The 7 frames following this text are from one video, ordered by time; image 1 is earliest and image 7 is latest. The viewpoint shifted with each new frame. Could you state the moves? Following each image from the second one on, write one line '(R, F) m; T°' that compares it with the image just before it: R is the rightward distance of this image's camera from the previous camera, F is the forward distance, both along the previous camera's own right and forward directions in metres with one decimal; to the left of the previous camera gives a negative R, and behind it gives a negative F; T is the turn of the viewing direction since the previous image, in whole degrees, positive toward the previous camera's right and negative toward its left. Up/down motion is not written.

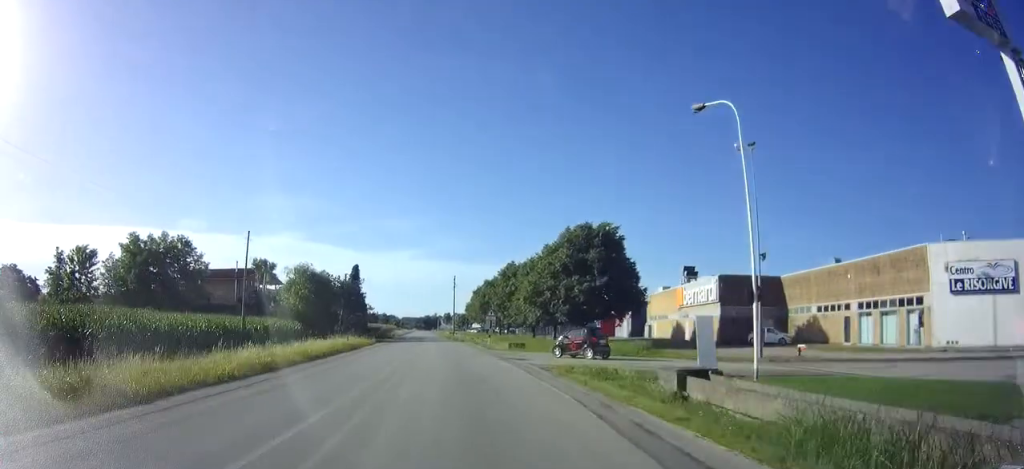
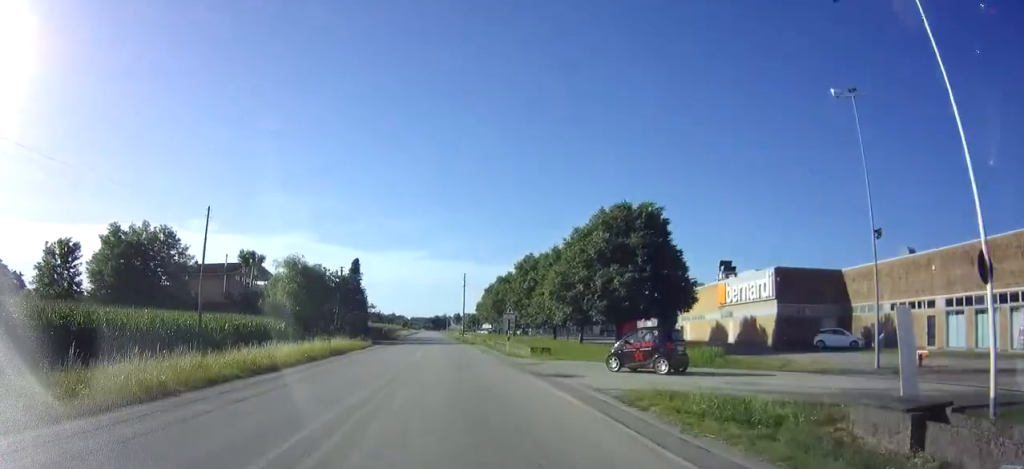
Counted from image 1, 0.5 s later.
(-0.1, +7.8) m; -1°
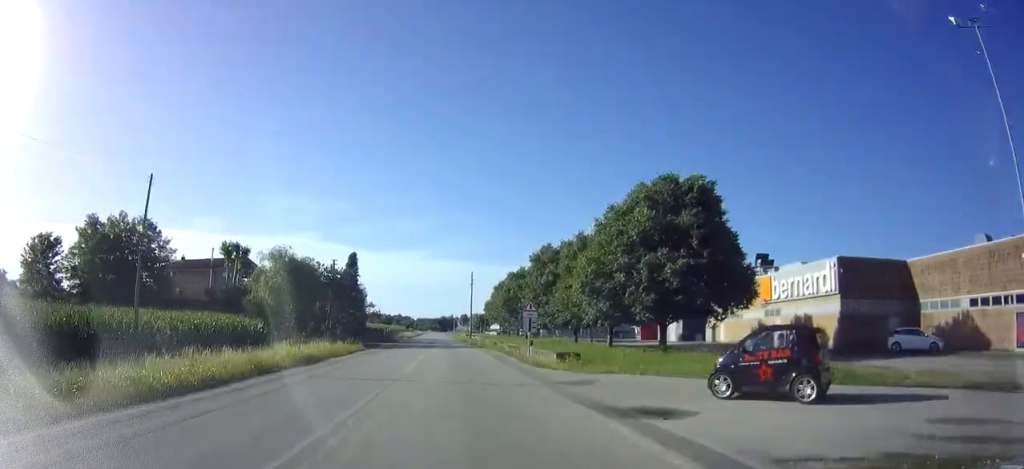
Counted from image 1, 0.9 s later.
(-0.1, +7.0) m; -1°
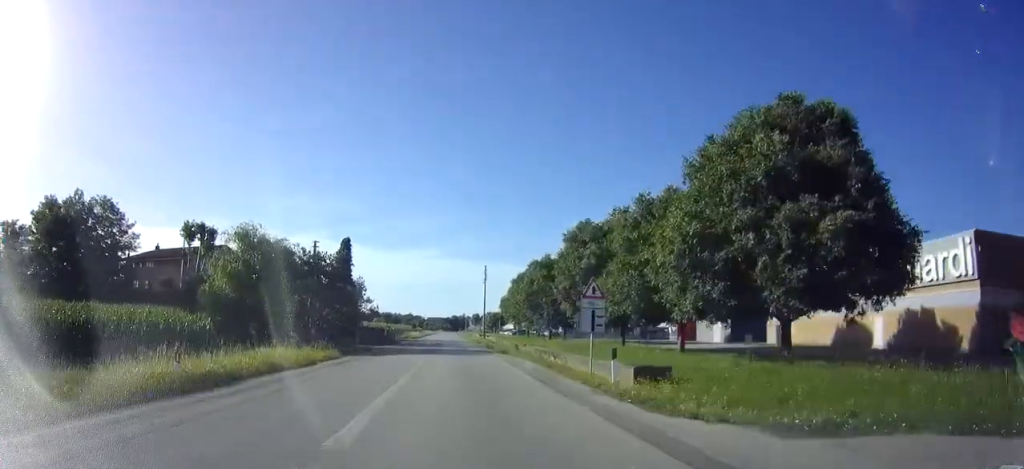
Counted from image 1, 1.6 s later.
(0.0, +11.0) m; -1°
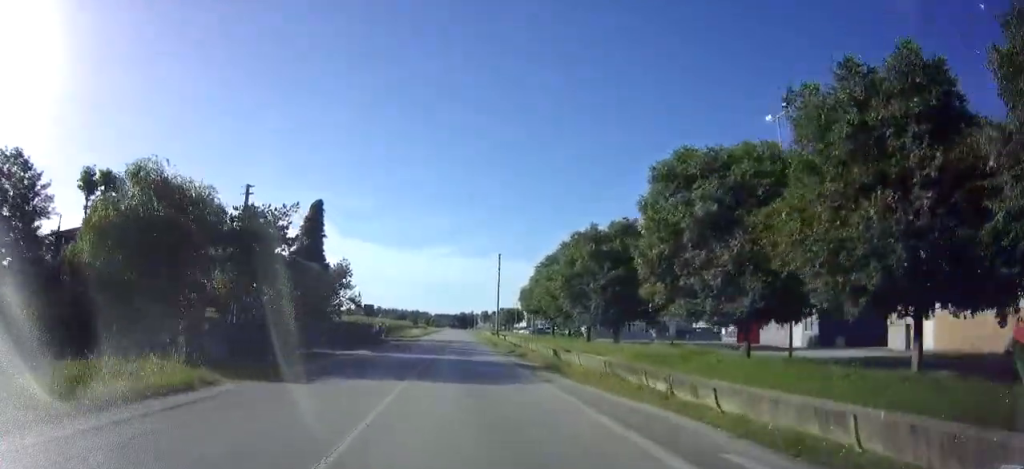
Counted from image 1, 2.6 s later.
(-0.3, +16.7) m; -1°
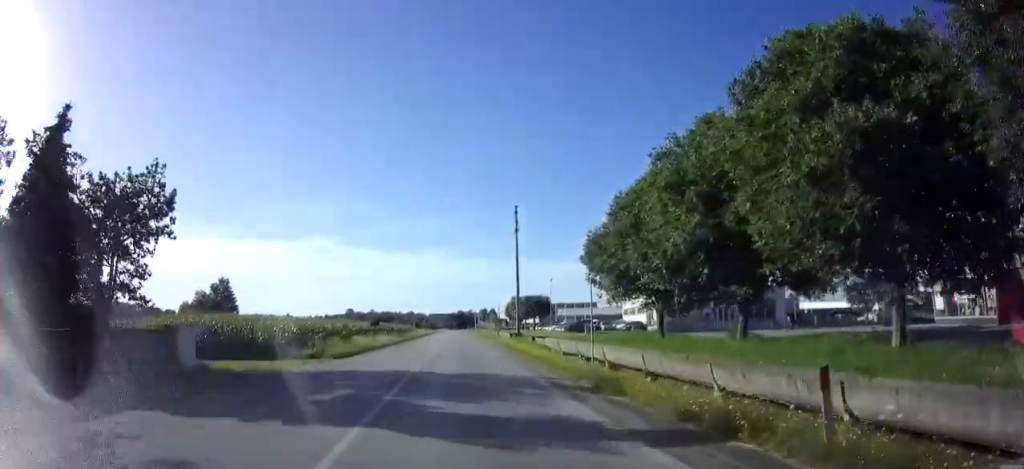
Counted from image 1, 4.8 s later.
(-0.4, +39.4) m; 0°
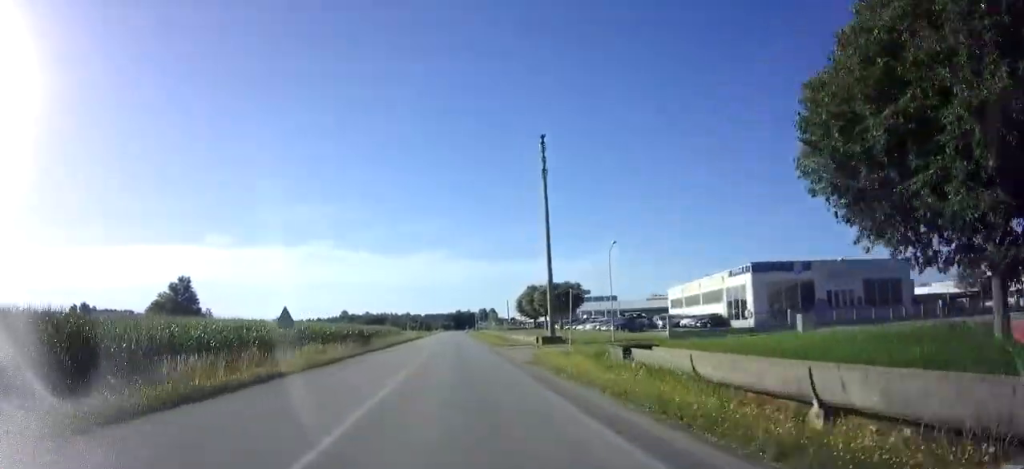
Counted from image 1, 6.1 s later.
(+0.5, +24.7) m; +1°
